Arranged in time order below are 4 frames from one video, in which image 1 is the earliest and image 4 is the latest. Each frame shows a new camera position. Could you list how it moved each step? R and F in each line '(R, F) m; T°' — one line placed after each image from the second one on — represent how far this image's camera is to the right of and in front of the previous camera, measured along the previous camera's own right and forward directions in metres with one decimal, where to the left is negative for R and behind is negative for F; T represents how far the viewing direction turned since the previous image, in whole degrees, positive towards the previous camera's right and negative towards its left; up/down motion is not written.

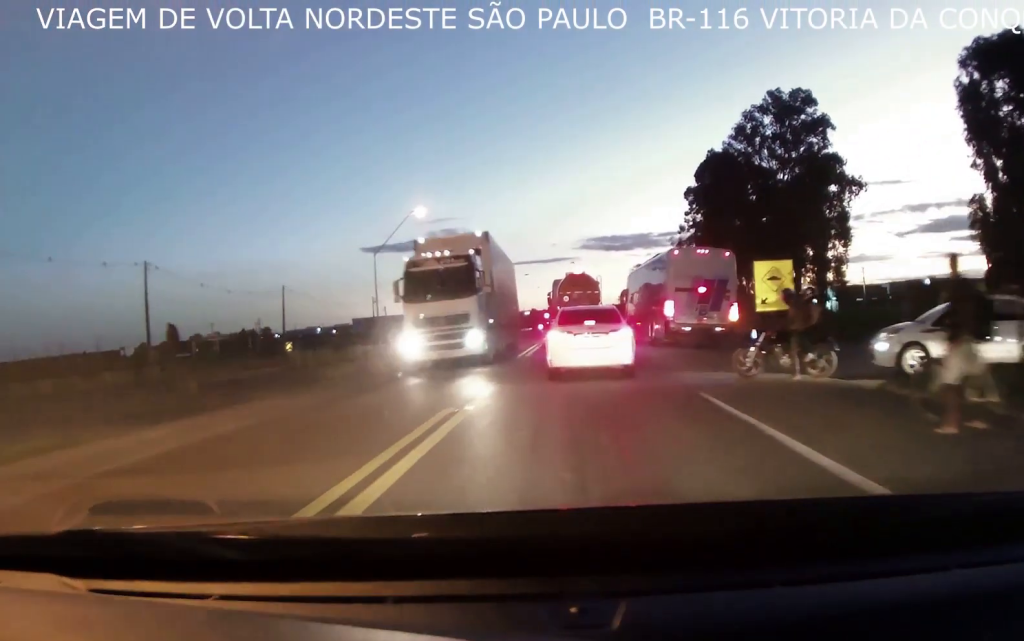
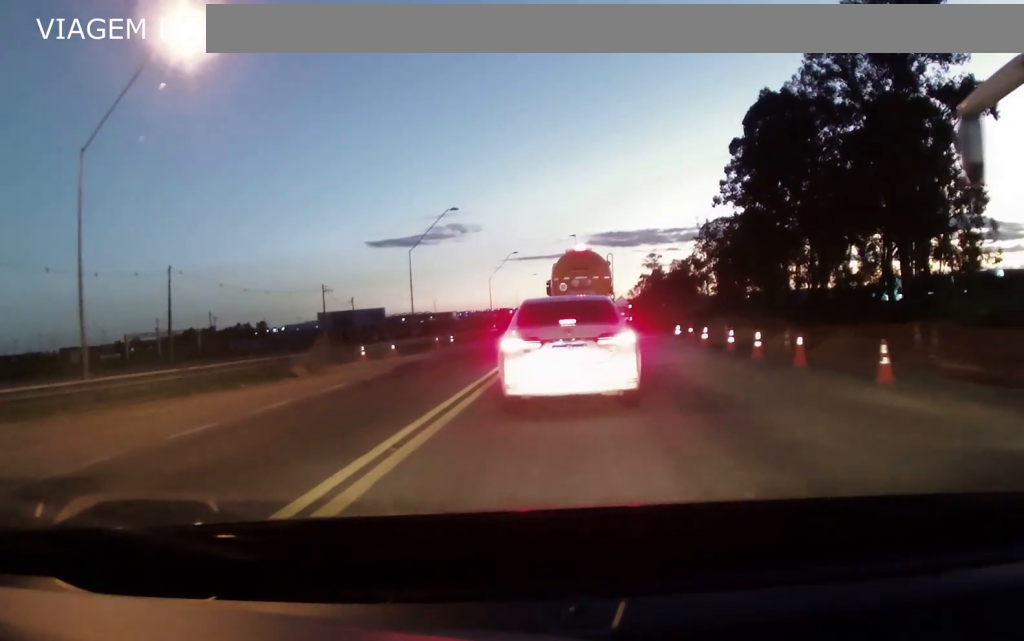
(-0.1, +38.8) m; +2°
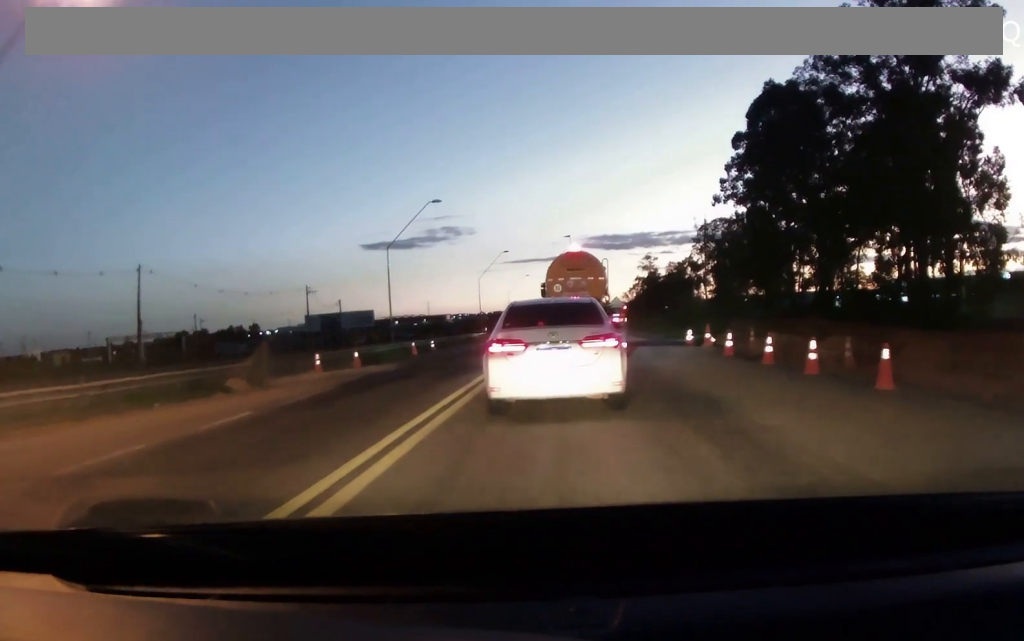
(0.0, +6.2) m; -4°
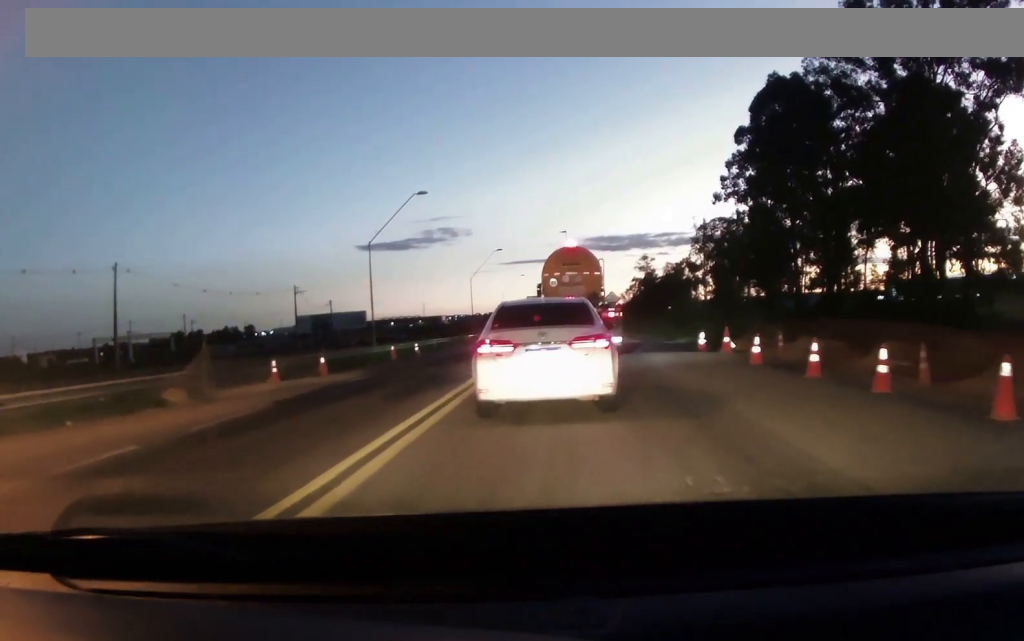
(-0.2, +3.9) m; 0°
